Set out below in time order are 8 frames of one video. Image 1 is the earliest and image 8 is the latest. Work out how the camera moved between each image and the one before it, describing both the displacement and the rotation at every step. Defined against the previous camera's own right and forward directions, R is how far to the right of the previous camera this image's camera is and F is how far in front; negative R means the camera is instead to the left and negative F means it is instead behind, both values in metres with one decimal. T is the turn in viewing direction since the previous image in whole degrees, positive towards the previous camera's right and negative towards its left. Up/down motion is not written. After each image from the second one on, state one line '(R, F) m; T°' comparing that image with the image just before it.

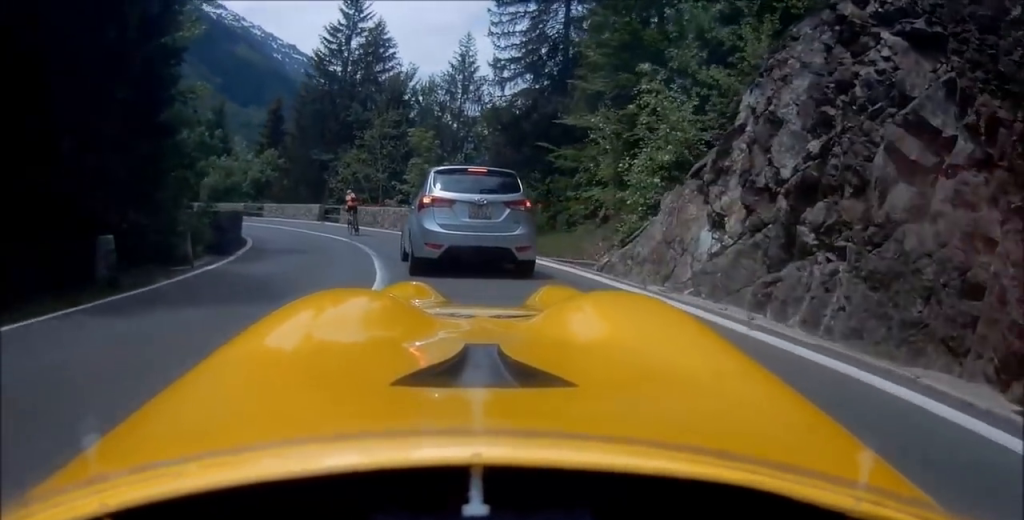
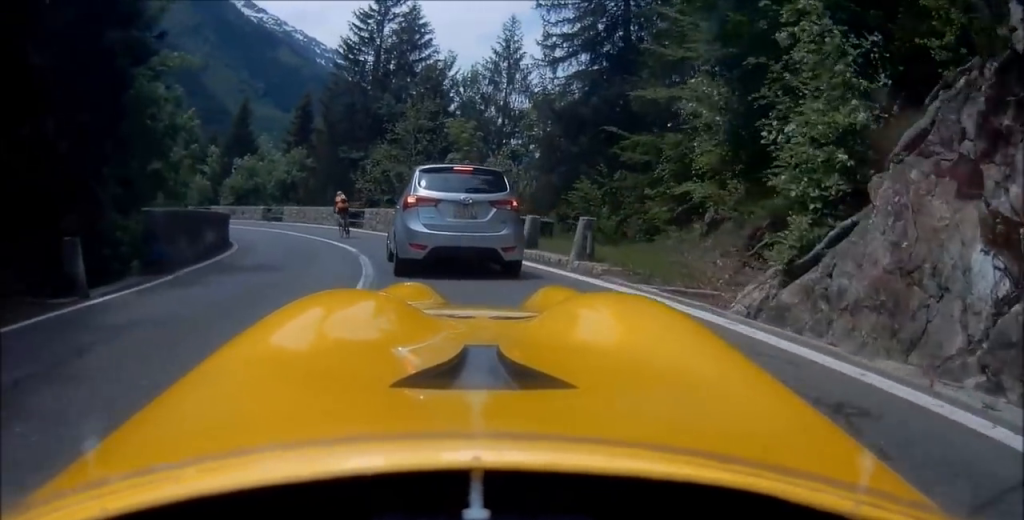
(-0.1, +4.5) m; -3°
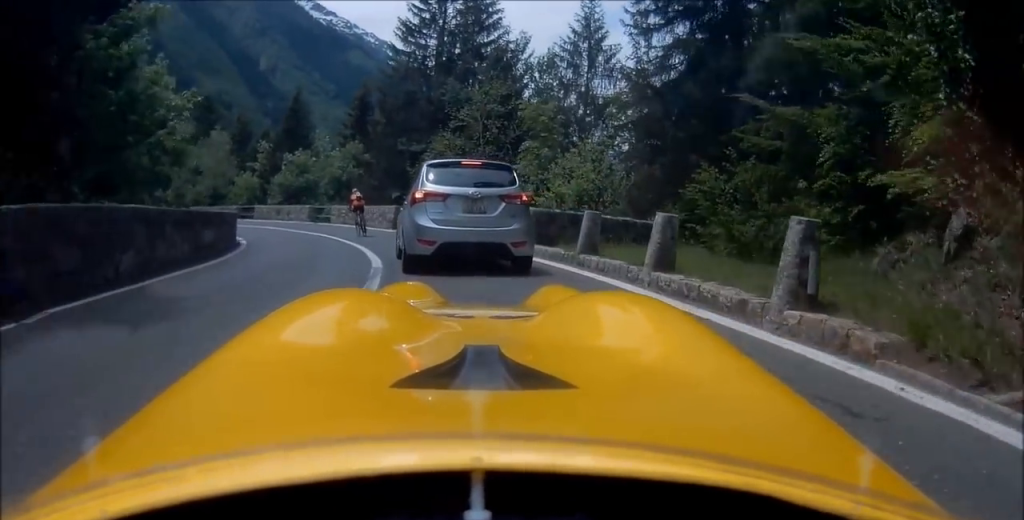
(-0.2, +4.8) m; -3°
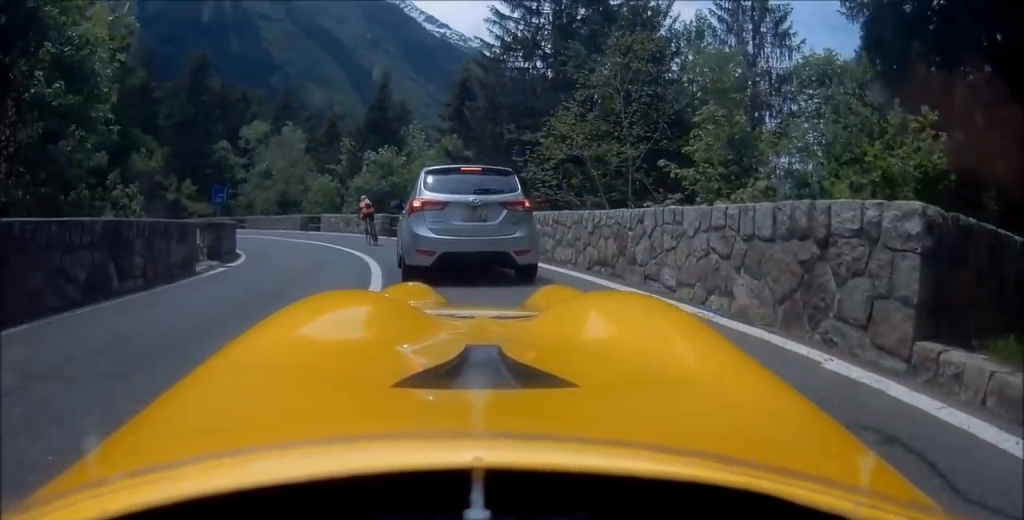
(-0.5, +8.8) m; -12°
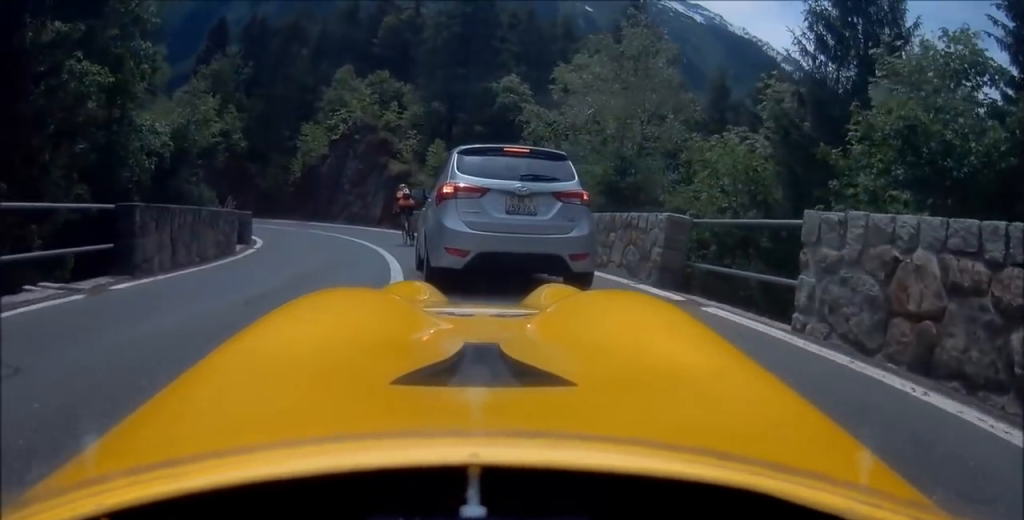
(-11.3, +22.4) m; -48°
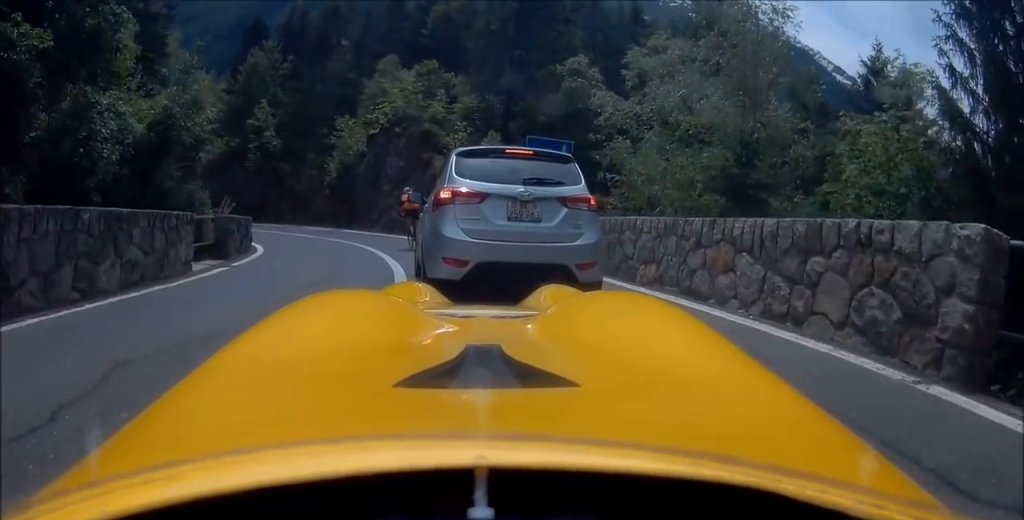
(-0.3, +4.4) m; -5°
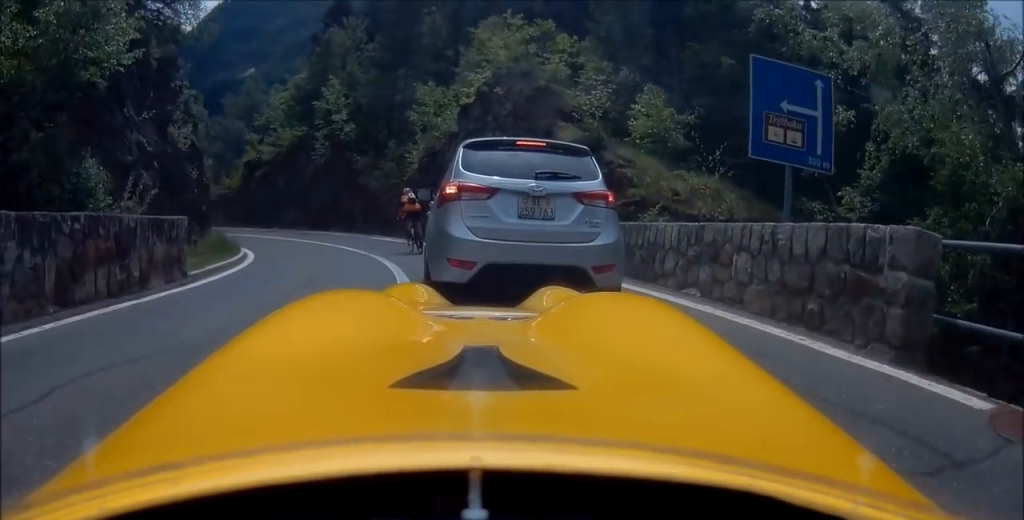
(-0.8, +9.4) m; -9°
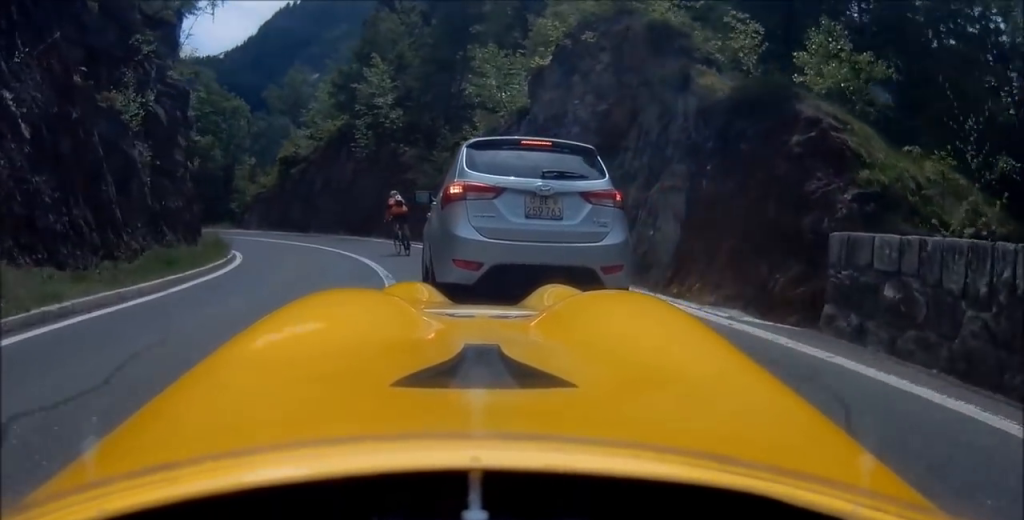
(-0.3, +6.1) m; -4°
